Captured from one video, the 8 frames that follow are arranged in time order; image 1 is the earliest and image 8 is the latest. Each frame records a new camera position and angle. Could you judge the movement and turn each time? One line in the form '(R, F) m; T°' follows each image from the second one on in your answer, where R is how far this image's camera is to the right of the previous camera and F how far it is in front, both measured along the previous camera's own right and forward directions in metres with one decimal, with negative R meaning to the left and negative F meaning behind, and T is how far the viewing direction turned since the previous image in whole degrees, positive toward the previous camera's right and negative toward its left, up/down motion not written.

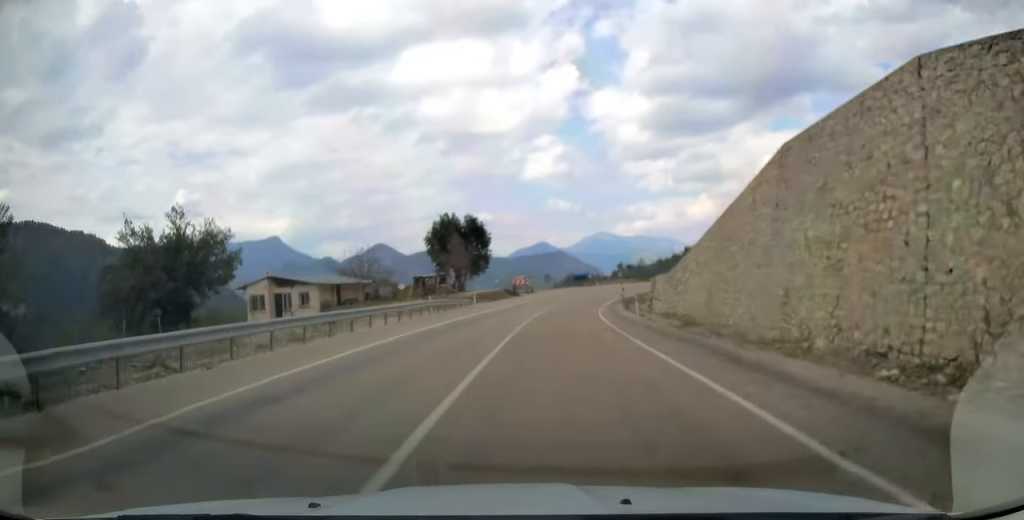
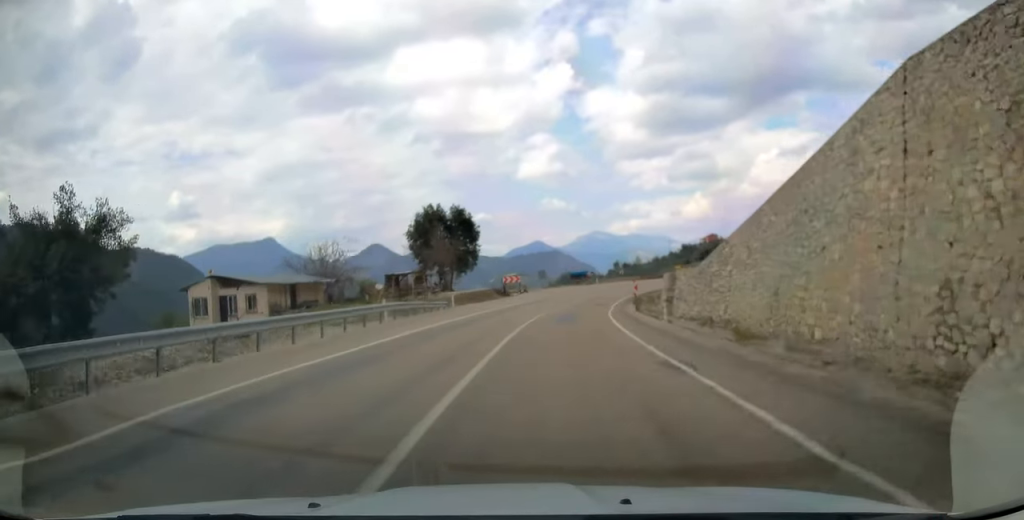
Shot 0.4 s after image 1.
(-0.1, +9.0) m; +1°
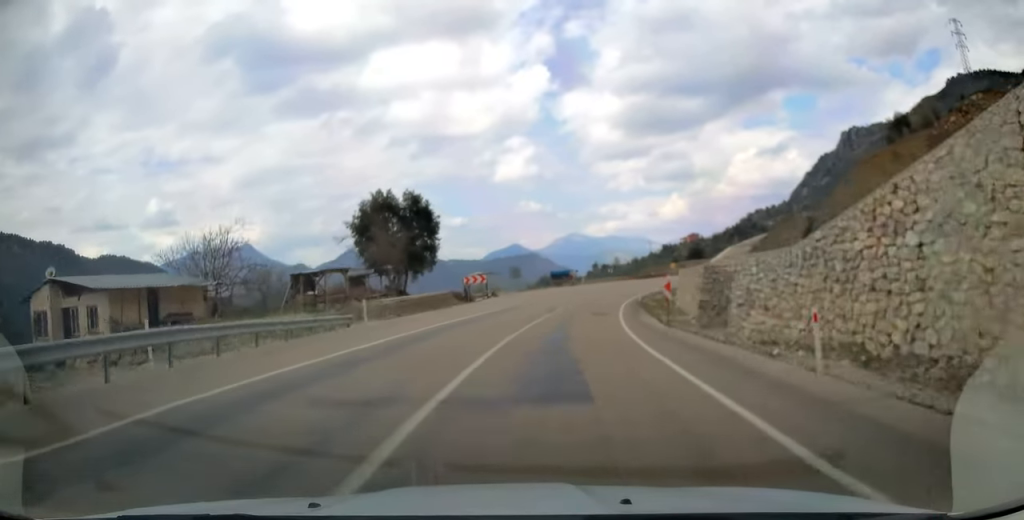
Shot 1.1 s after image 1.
(+0.3, +15.3) m; +2°
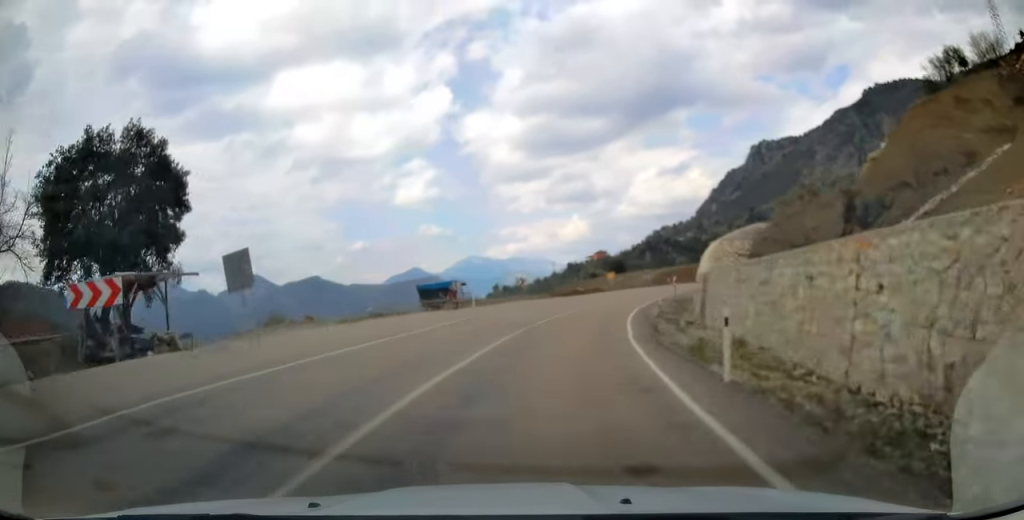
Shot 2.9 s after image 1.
(+2.6, +35.7) m; +10°
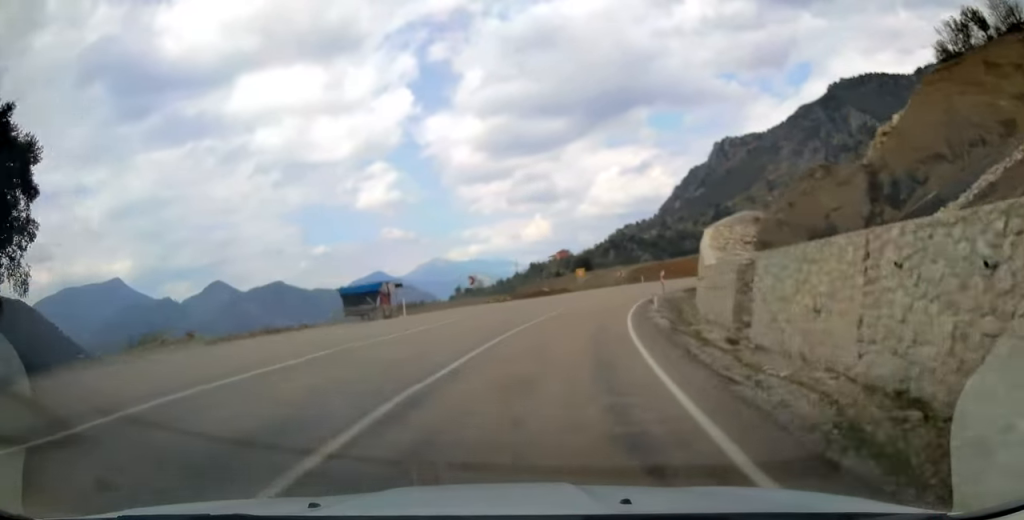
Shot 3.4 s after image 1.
(+0.4, +10.4) m; +4°
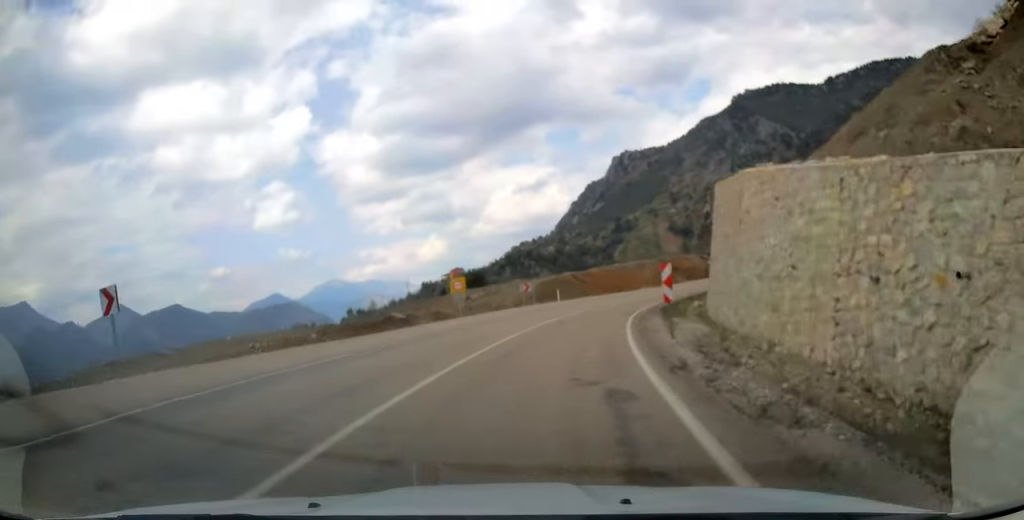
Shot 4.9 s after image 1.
(+2.5, +28.3) m; +10°
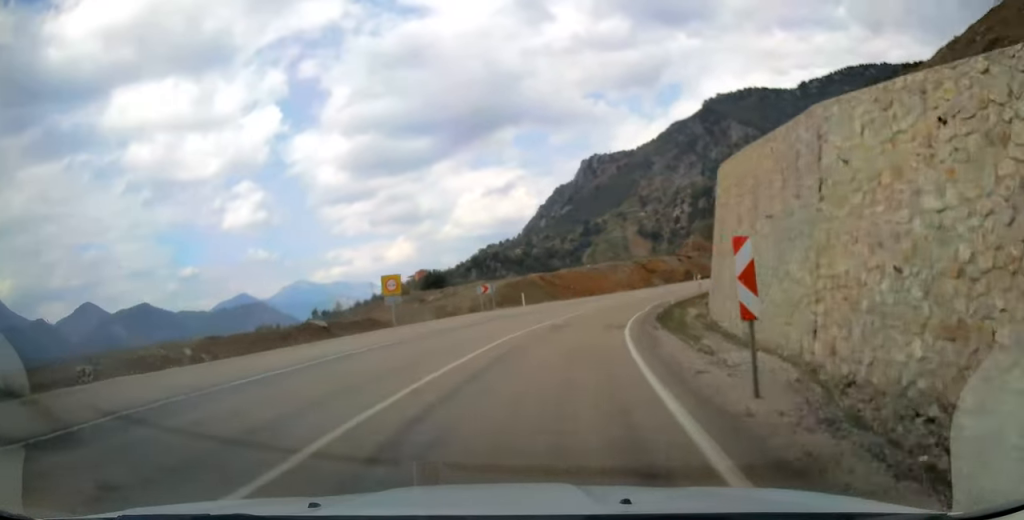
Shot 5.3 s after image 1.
(+0.2, +8.4) m; +3°
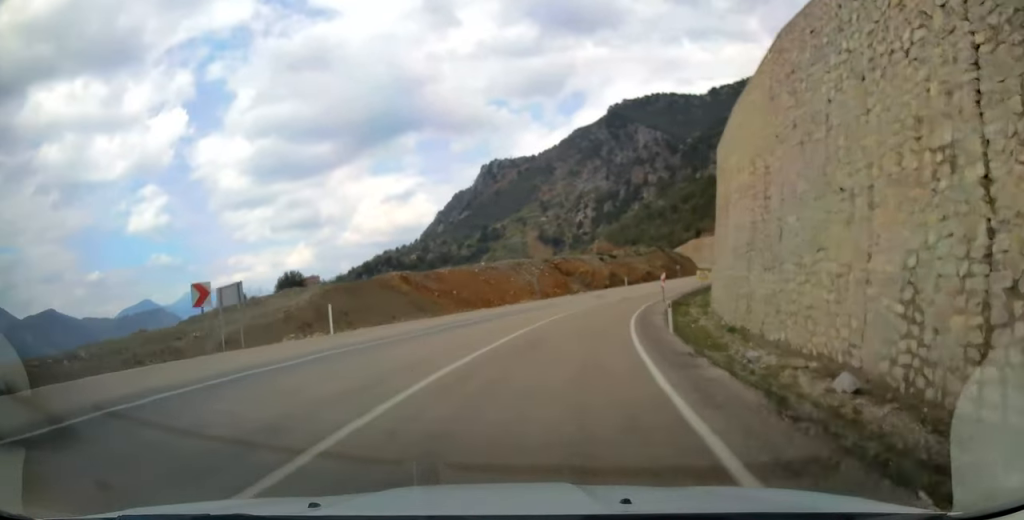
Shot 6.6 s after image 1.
(+1.8, +25.4) m; +10°
